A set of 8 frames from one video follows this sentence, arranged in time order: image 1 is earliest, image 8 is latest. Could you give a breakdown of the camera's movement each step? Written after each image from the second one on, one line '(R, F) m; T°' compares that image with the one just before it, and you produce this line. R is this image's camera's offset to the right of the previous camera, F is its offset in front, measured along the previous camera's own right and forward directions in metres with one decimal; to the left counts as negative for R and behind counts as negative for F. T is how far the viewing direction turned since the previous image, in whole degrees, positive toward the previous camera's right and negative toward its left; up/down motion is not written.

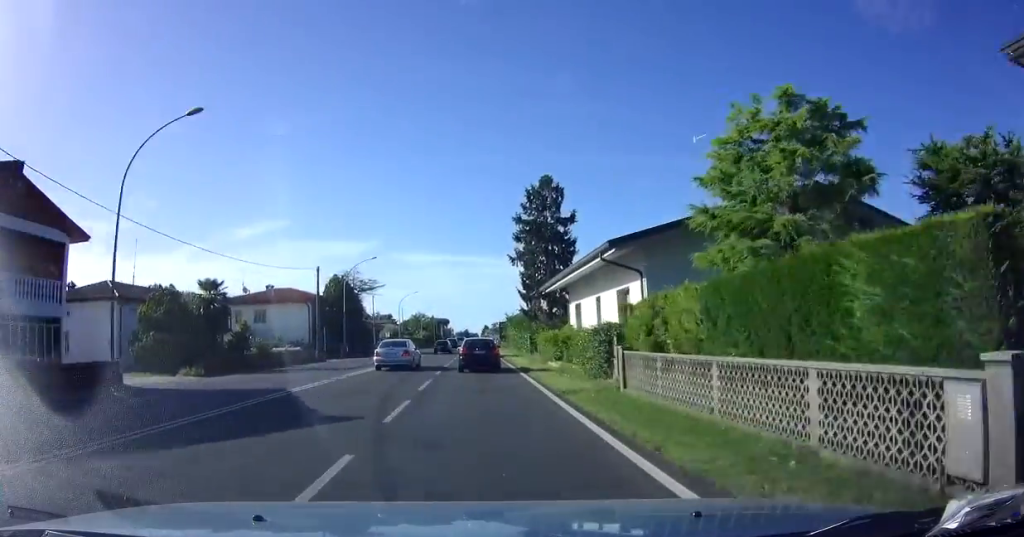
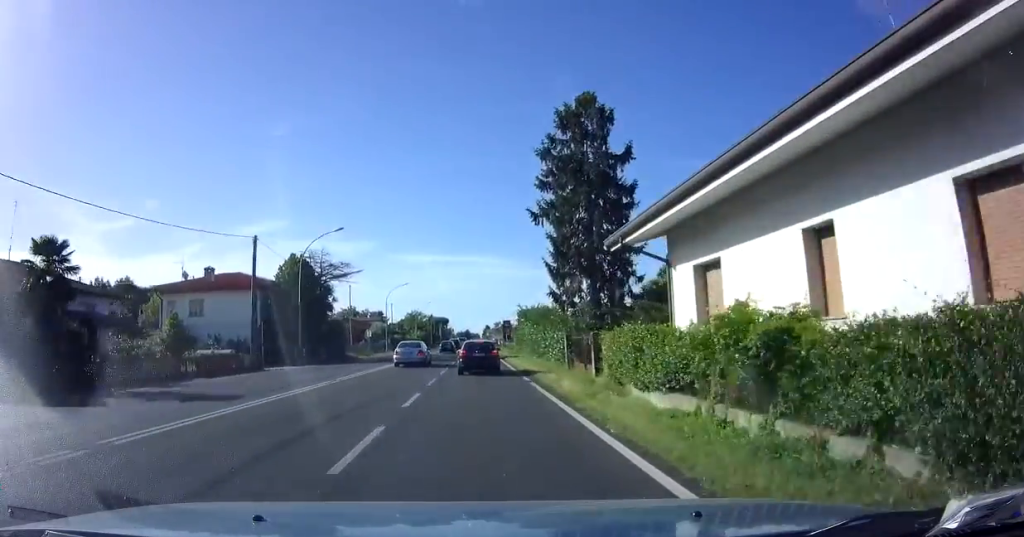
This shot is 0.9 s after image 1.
(0.0, +15.1) m; 0°
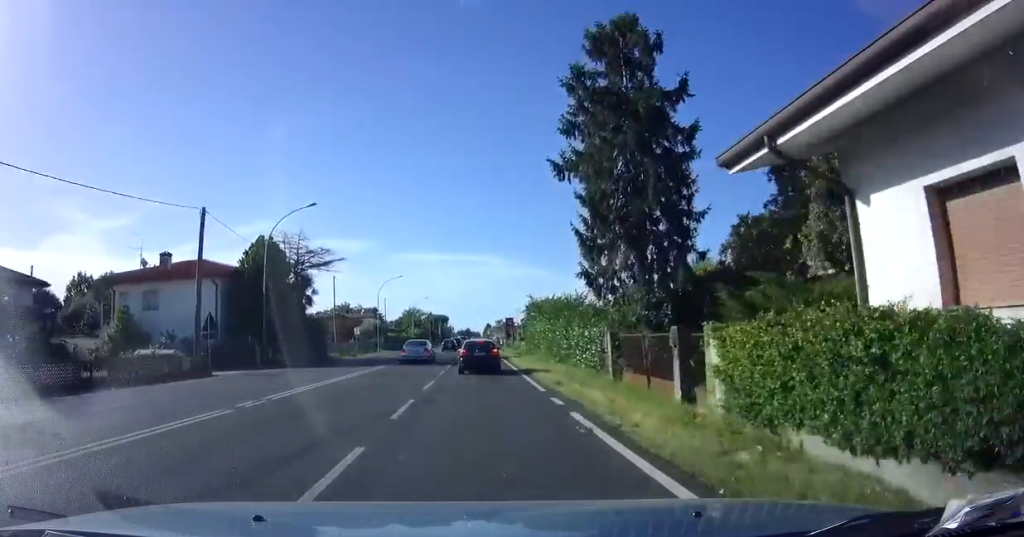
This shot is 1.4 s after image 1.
(-0.1, +8.0) m; 0°
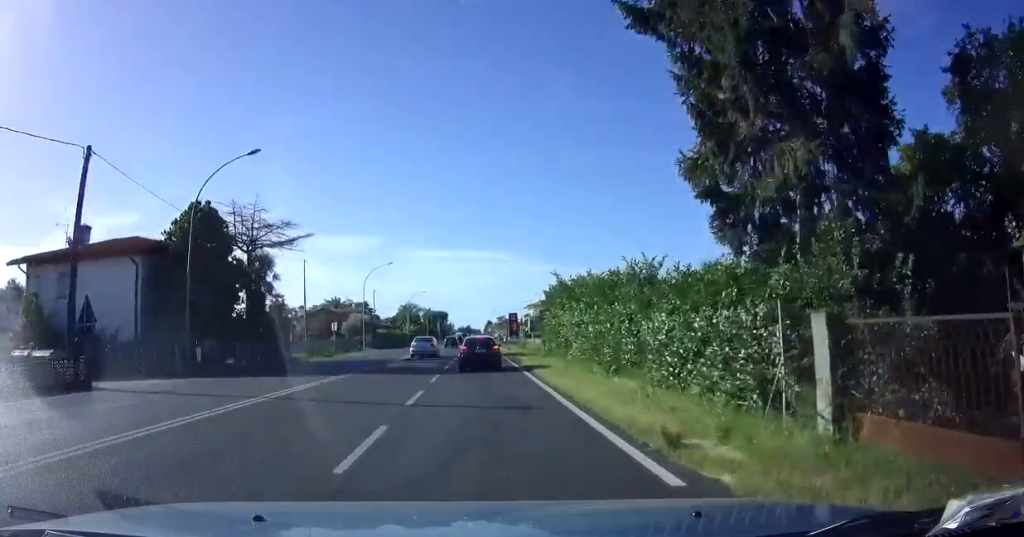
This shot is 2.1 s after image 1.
(0.0, +10.0) m; 0°
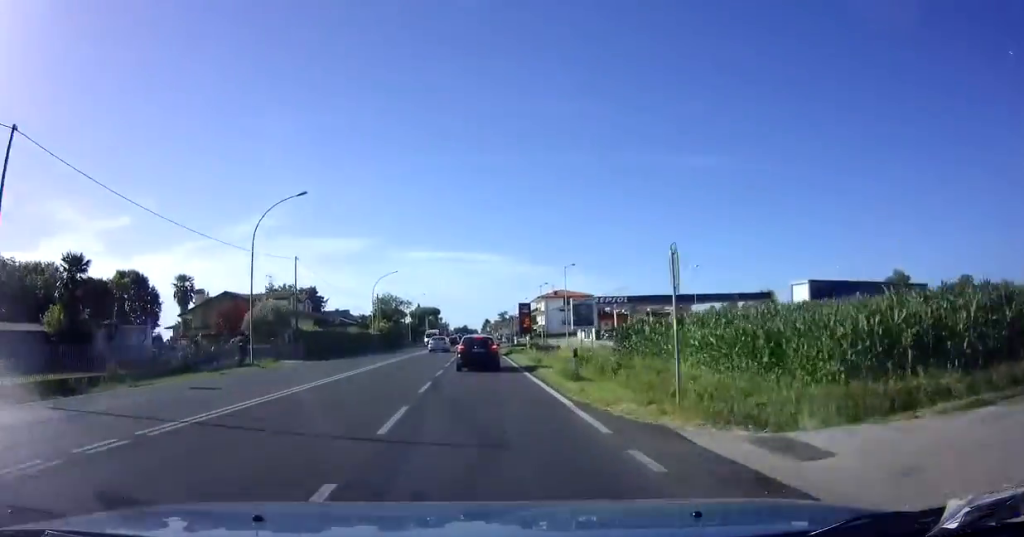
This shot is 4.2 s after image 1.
(+0.3, +32.3) m; +1°
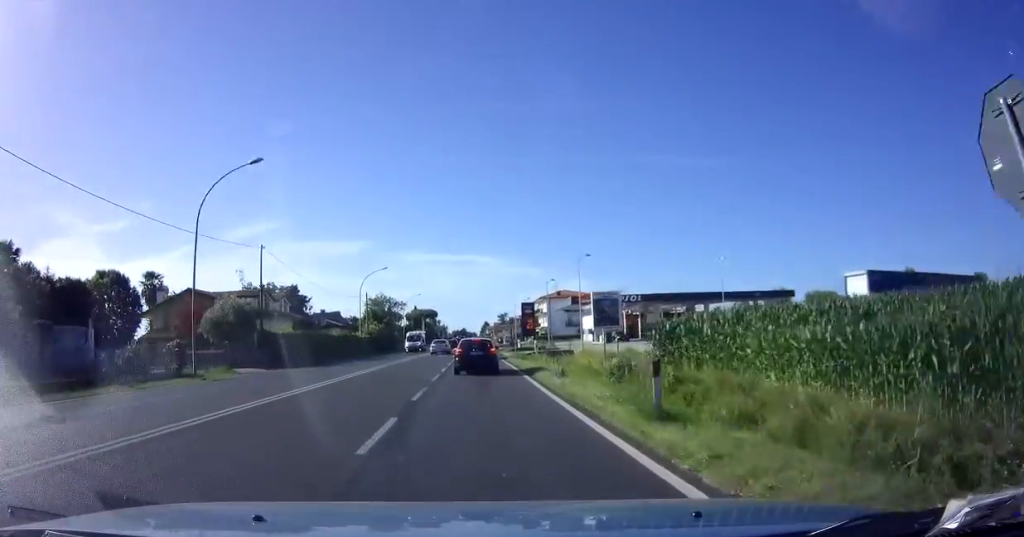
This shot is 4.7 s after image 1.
(0.0, +7.4) m; 0°
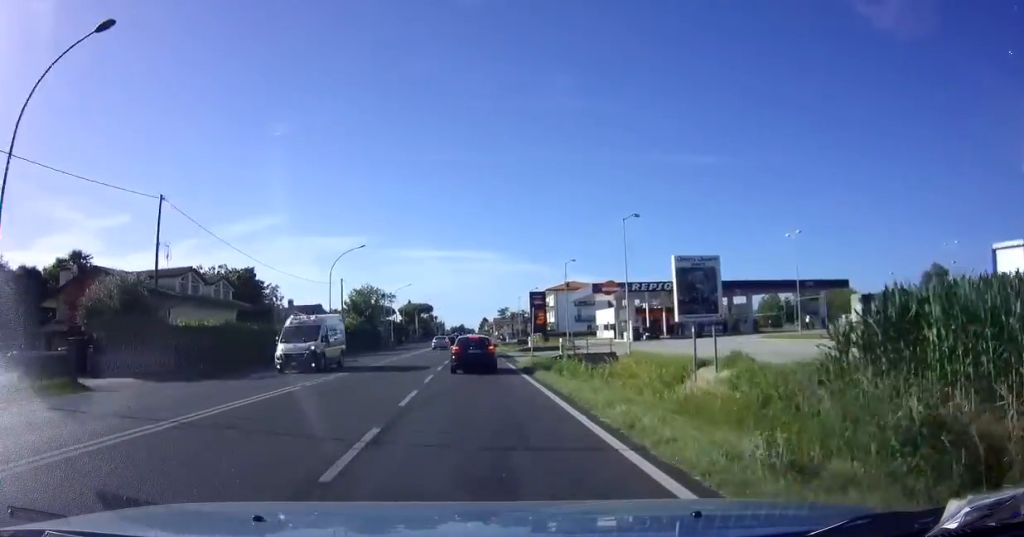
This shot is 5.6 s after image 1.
(-0.1, +12.8) m; 0°
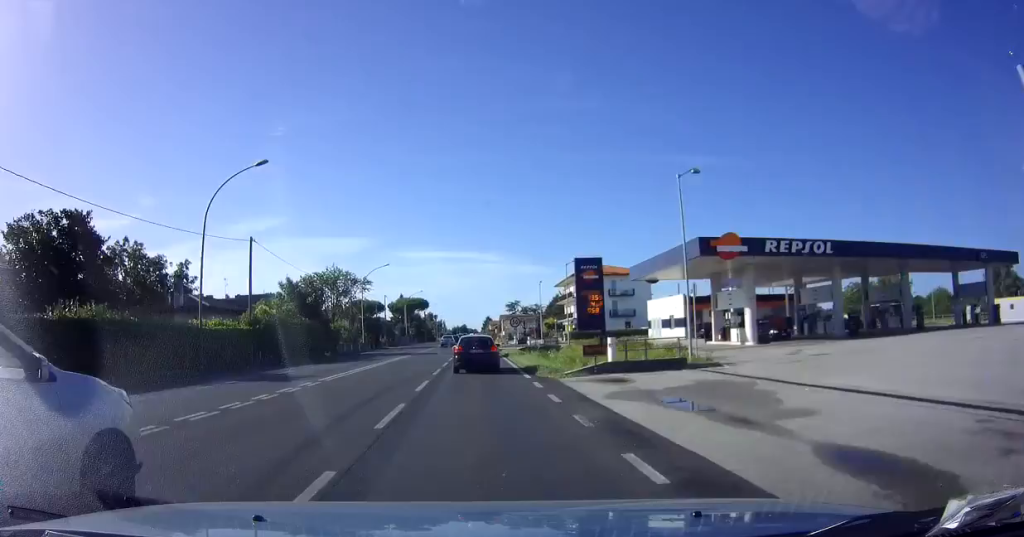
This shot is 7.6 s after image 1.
(+0.3, +26.0) m; 0°
